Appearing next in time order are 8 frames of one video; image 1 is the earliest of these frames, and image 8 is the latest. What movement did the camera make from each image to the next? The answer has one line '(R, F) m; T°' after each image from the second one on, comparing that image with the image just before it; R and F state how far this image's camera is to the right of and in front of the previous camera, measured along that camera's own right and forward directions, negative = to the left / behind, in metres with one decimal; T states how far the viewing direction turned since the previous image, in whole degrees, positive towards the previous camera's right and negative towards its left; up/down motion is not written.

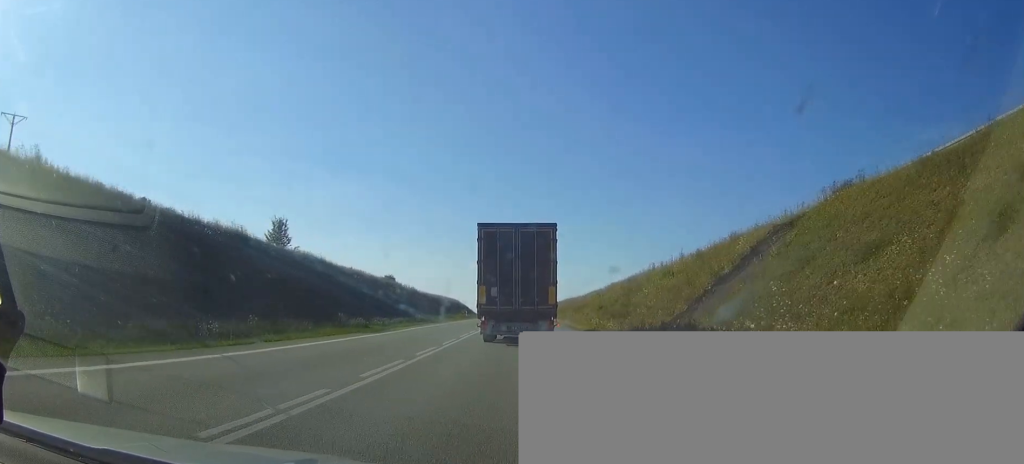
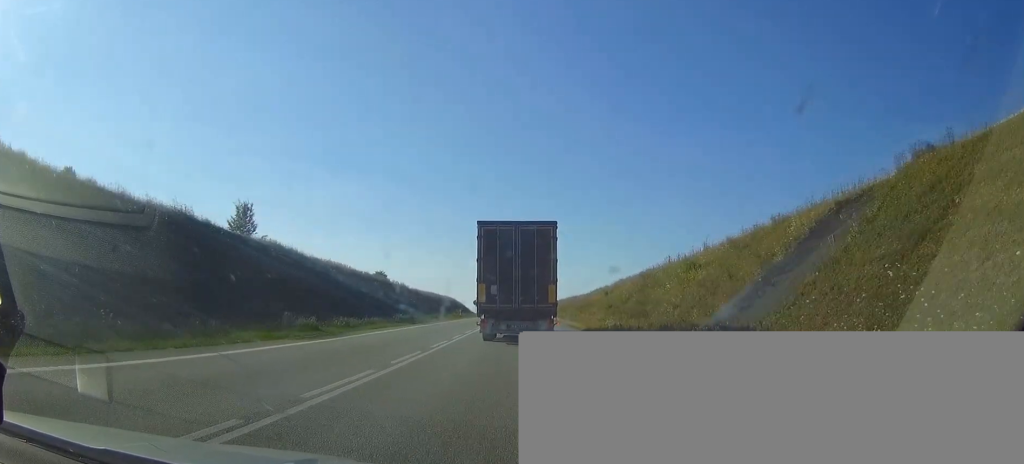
(0.0, +9.1) m; 0°
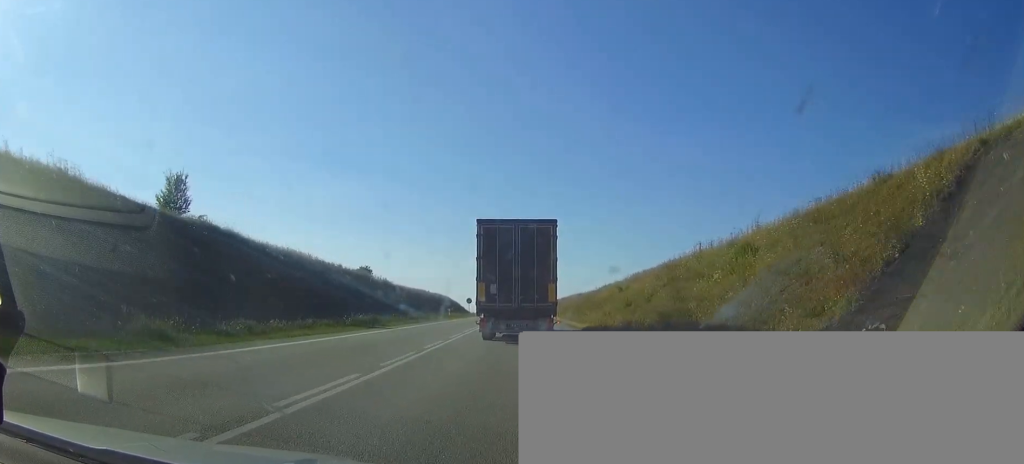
(0.0, +12.9) m; 0°
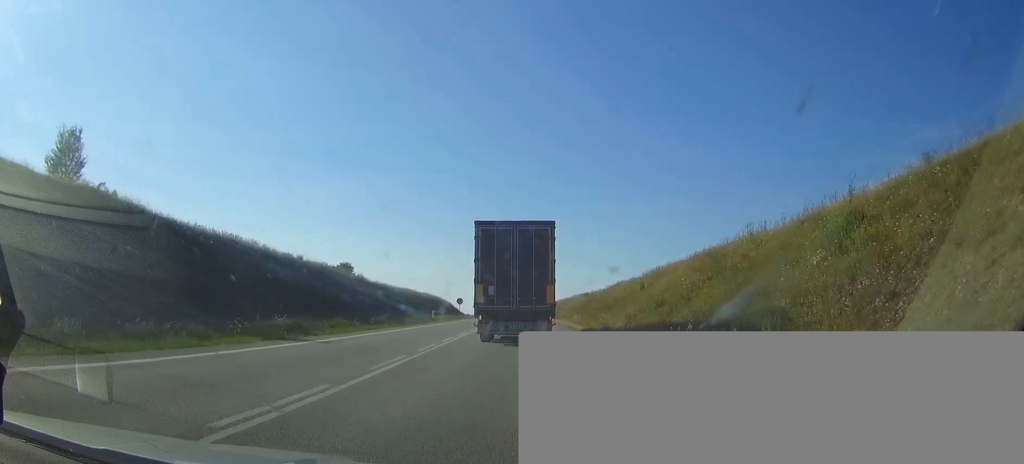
(0.0, +13.6) m; 0°
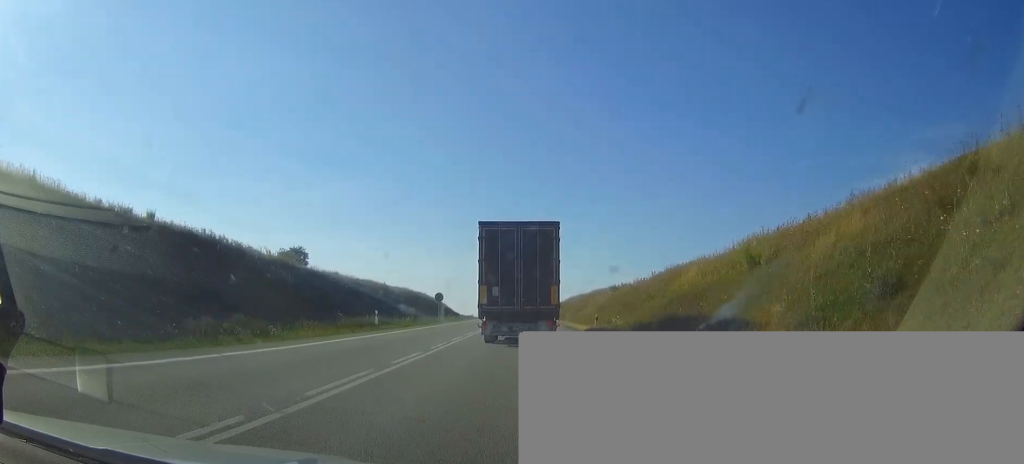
(+0.1, +28.0) m; 0°
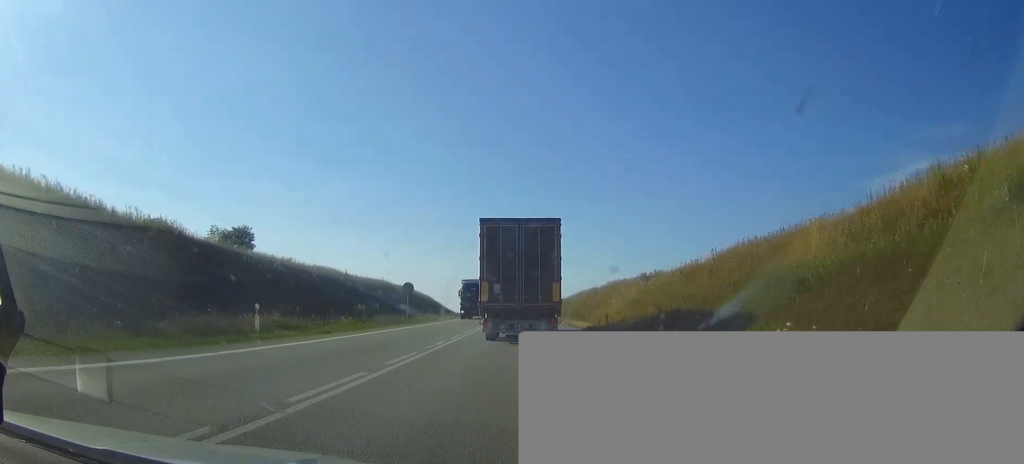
(0.0, +18.8) m; 0°
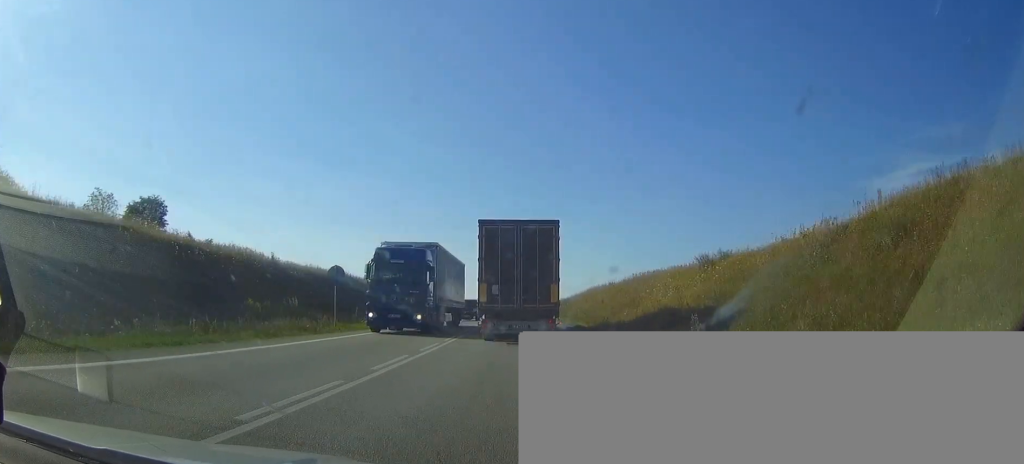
(-0.1, +19.5) m; 0°
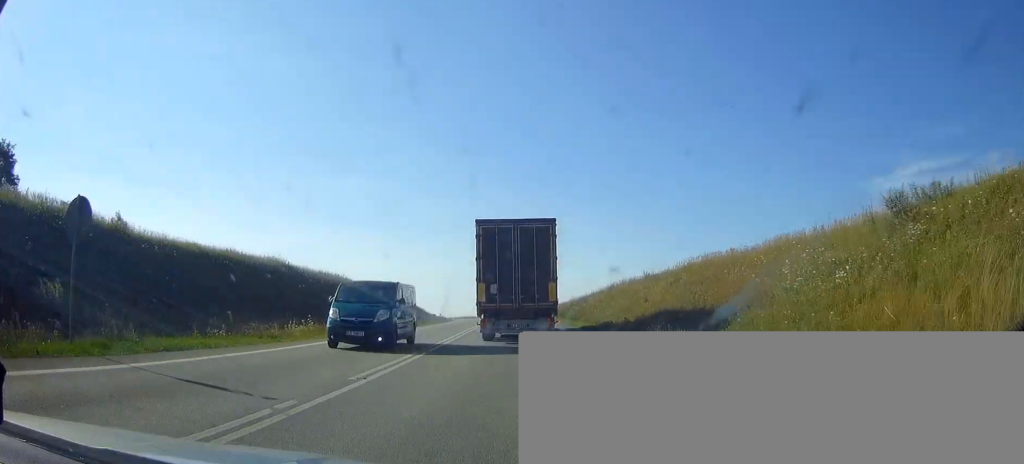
(0.0, +20.3) m; 0°
